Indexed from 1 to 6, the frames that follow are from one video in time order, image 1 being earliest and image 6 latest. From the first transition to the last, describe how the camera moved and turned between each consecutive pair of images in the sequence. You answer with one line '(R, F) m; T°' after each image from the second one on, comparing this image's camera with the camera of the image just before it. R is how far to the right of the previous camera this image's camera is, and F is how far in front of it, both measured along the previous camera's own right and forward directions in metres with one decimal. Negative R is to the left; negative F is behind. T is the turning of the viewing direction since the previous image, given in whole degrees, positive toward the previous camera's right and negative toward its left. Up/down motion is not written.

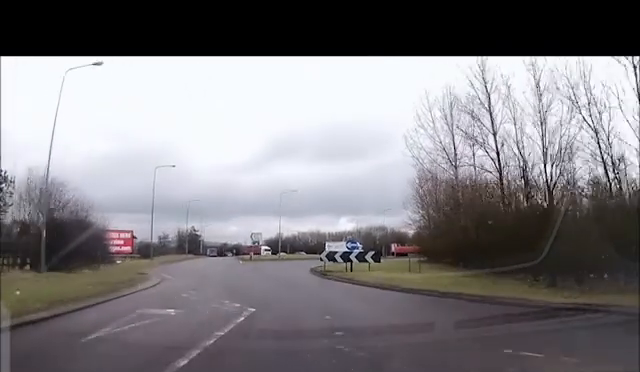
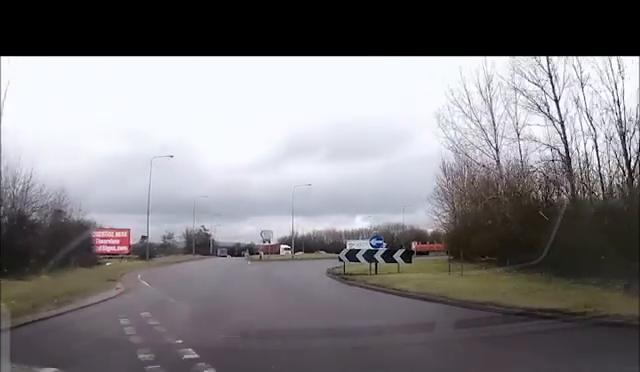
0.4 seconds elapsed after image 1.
(-0.1, +5.6) m; -1°
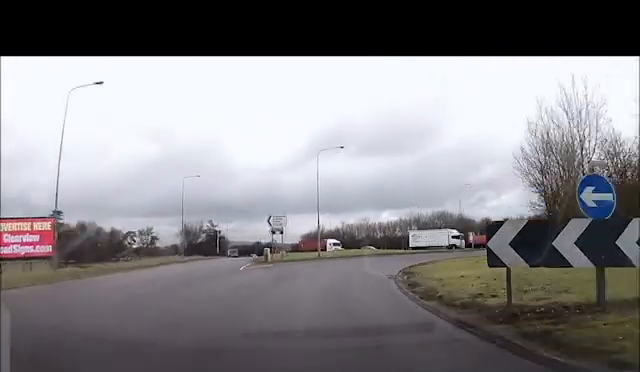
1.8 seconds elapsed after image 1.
(-0.3, +19.6) m; +3°
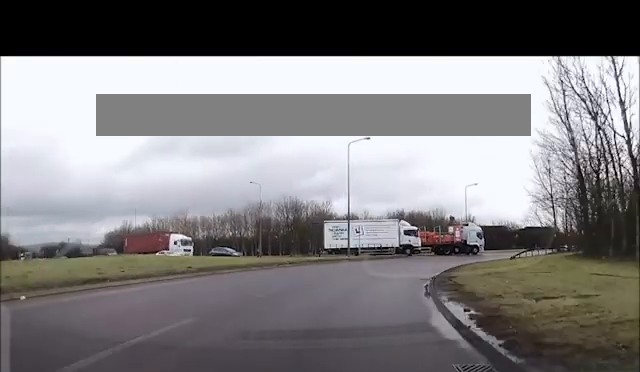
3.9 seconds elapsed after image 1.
(+6.6, +30.2) m; +27°
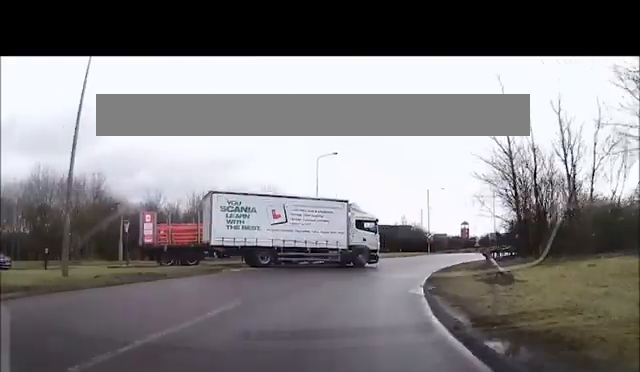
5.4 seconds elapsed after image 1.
(+4.1, +21.2) m; +23°
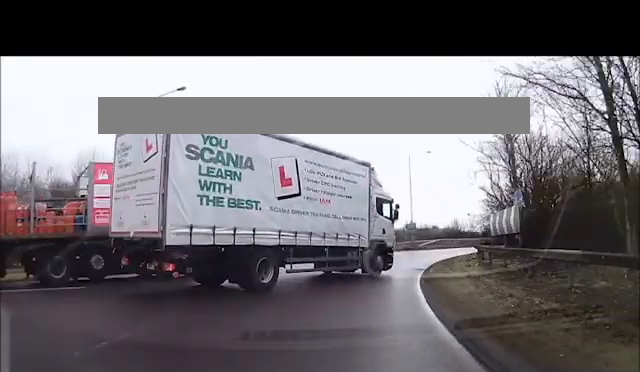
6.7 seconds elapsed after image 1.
(+2.2, +13.5) m; +20°
